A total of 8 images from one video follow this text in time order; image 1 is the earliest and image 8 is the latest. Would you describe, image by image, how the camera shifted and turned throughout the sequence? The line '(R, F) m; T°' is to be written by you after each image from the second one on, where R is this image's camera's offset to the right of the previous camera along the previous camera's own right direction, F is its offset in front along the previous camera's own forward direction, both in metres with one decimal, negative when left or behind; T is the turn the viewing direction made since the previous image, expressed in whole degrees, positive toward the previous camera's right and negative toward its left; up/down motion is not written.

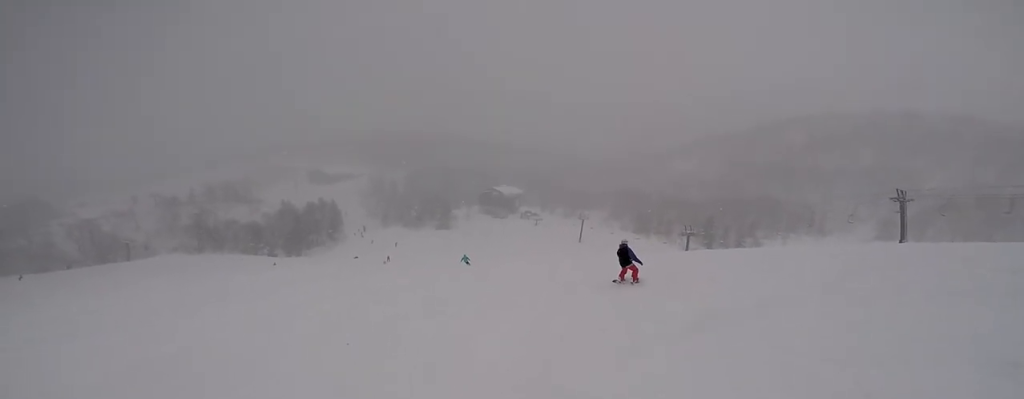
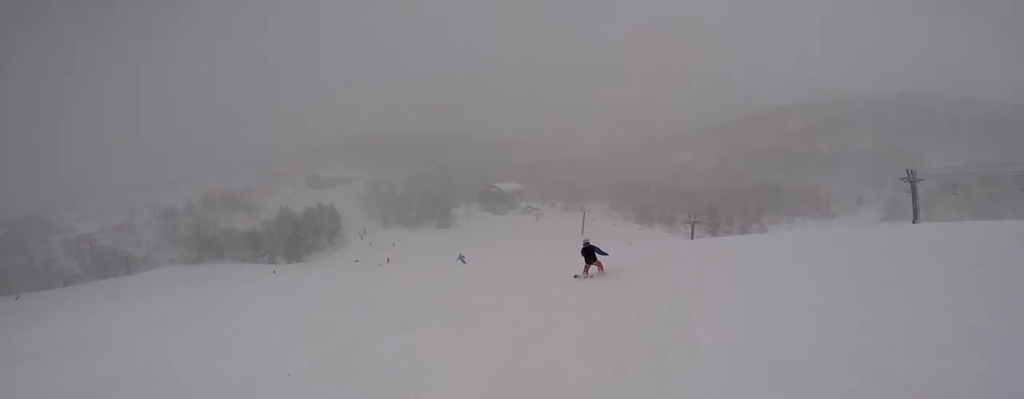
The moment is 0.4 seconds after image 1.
(-0.1, +1.5) m; -6°
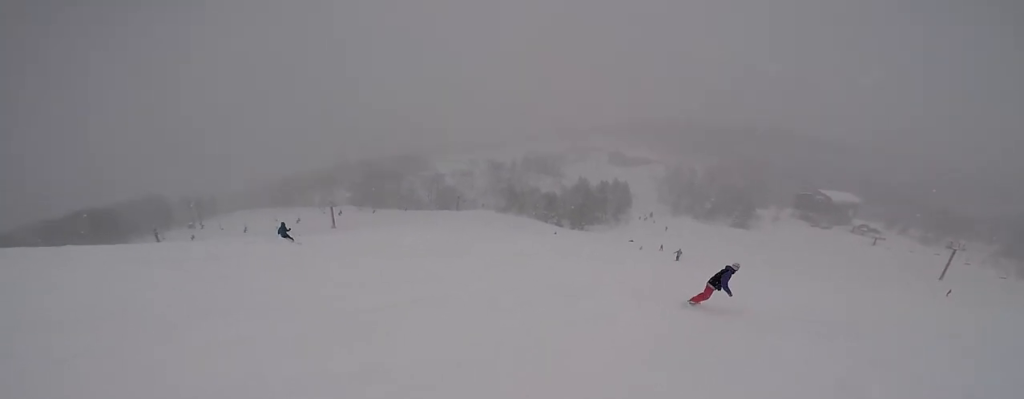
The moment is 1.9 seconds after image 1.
(-1.2, +4.6) m; -31°
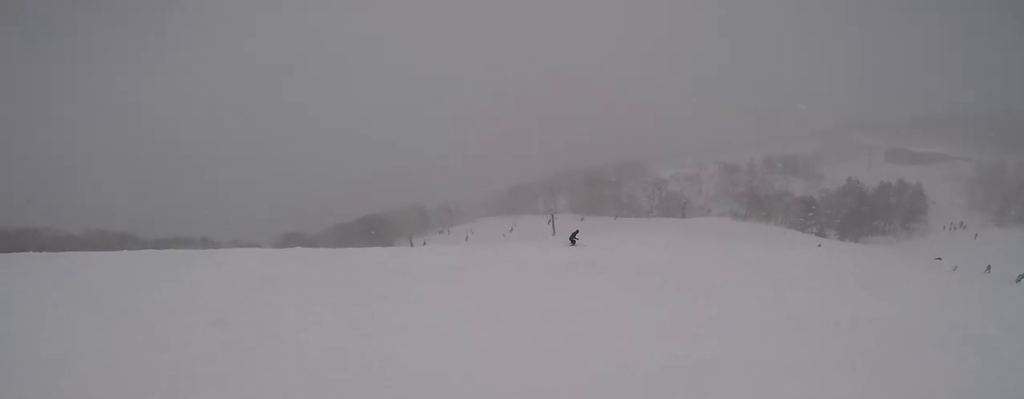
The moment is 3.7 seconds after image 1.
(-1.4, +5.6) m; -18°
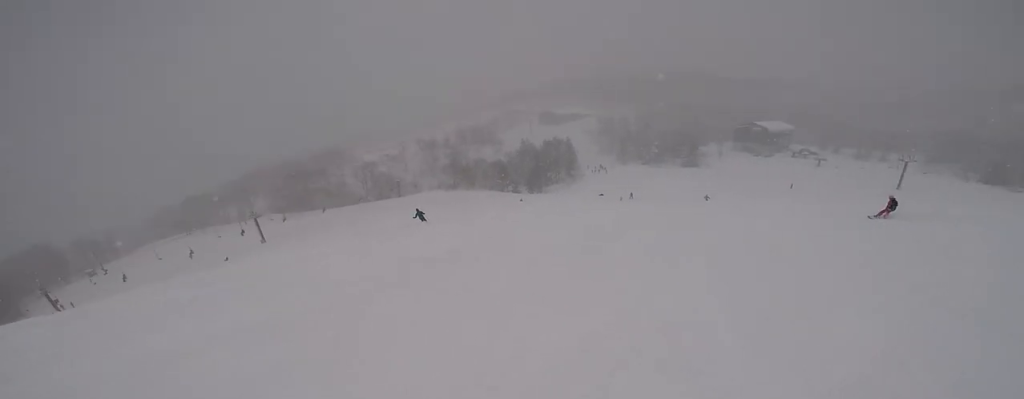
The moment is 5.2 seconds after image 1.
(0.0, +4.6) m; +10°
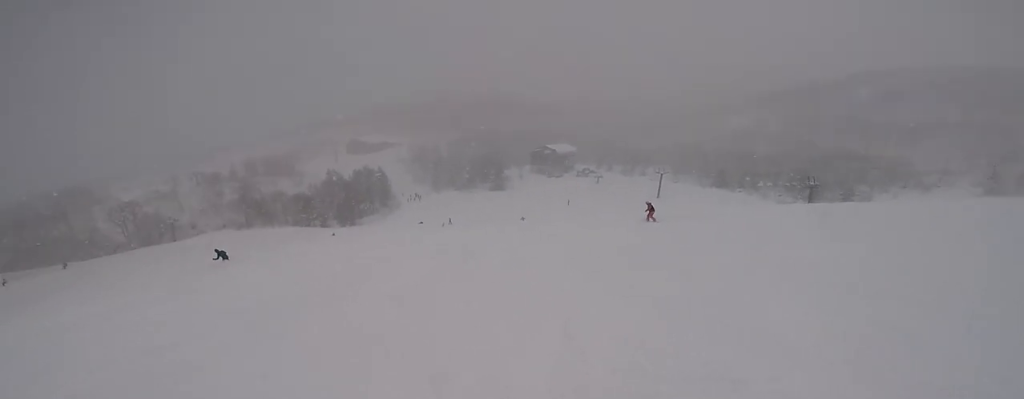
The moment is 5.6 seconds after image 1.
(+0.2, +1.2) m; +13°
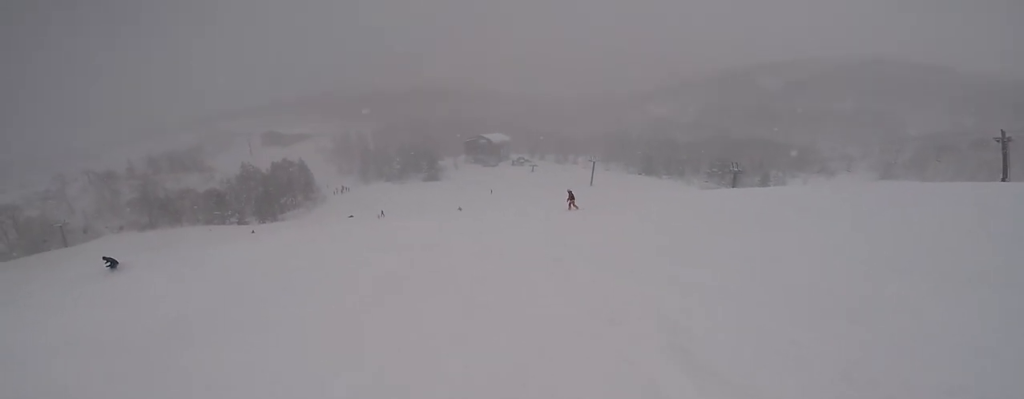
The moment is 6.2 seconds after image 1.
(0.0, +1.6) m; +17°
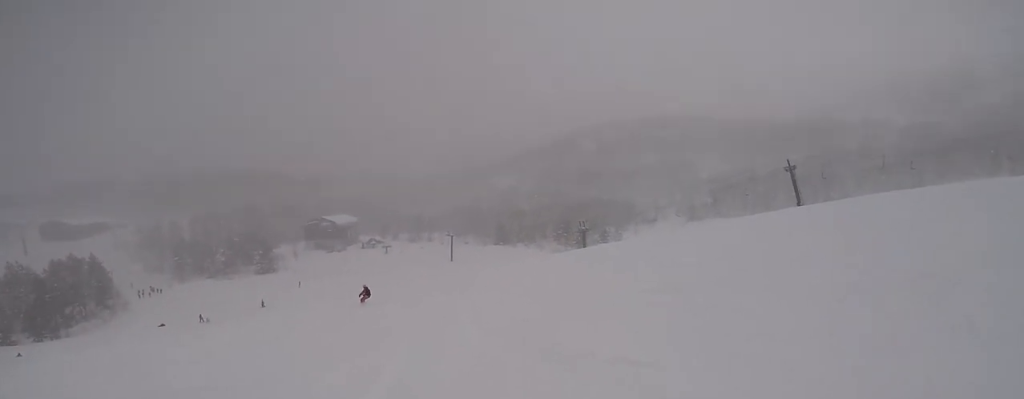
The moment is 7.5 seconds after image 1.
(+1.6, +3.9) m; +32°
